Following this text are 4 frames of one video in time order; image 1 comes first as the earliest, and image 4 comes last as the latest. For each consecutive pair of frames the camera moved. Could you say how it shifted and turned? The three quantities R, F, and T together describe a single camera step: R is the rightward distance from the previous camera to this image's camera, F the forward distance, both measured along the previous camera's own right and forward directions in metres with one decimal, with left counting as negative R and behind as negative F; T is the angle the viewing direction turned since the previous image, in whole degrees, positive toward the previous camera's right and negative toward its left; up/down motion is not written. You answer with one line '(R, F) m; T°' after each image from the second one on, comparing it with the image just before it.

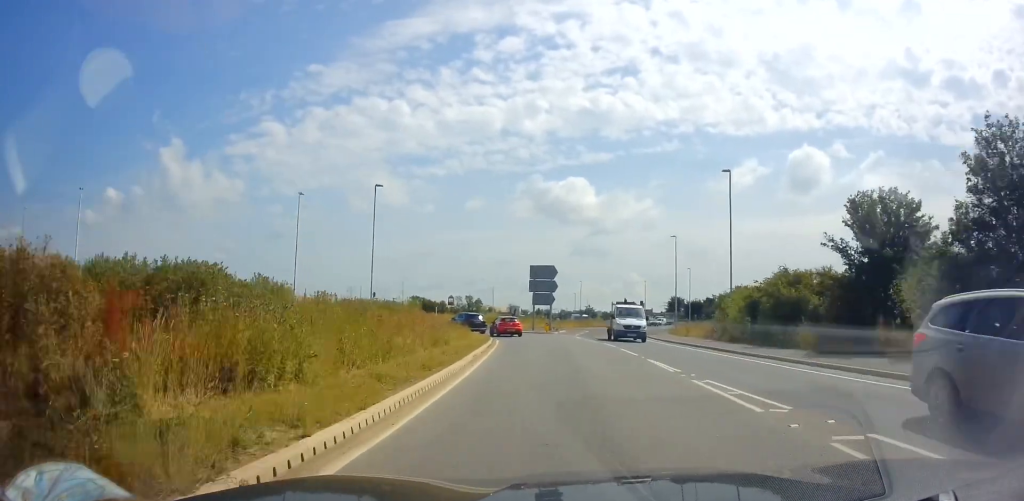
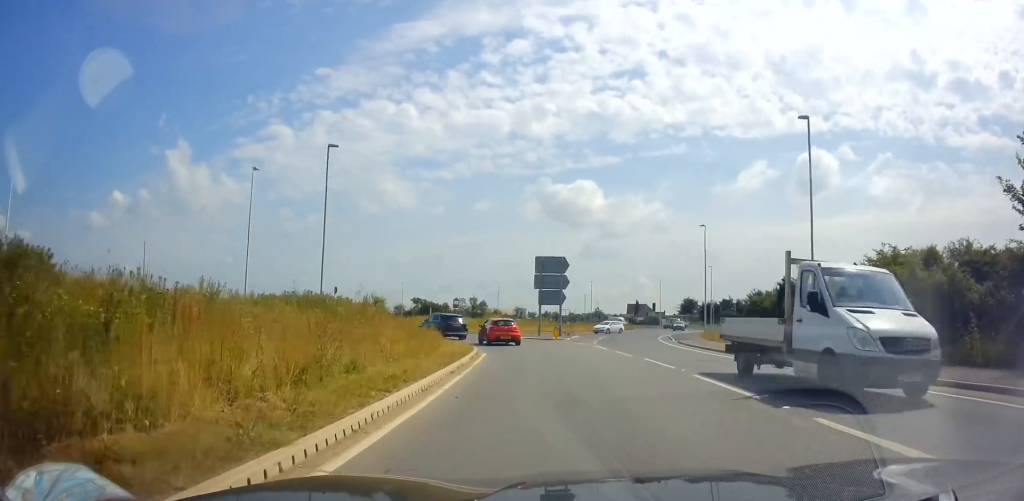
(+0.2, +9.4) m; -1°
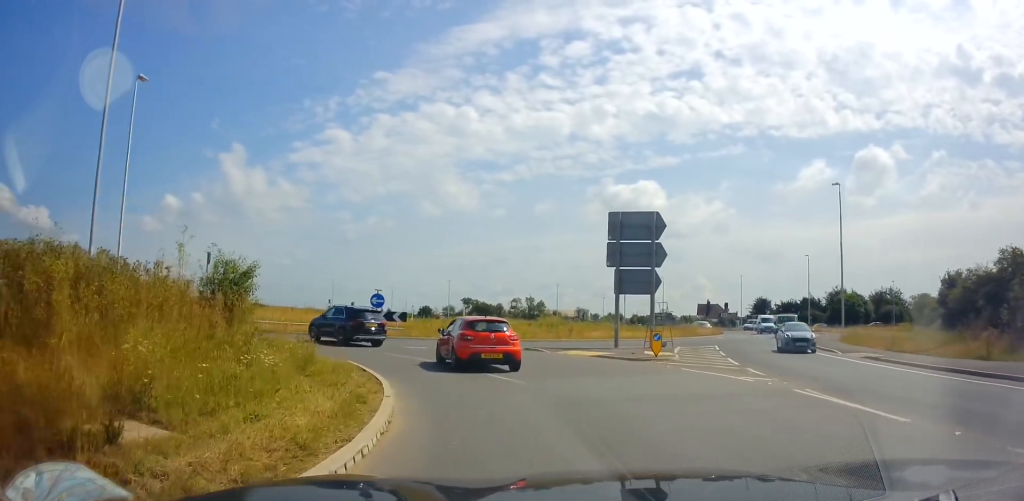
(-1.6, +18.2) m; -9°
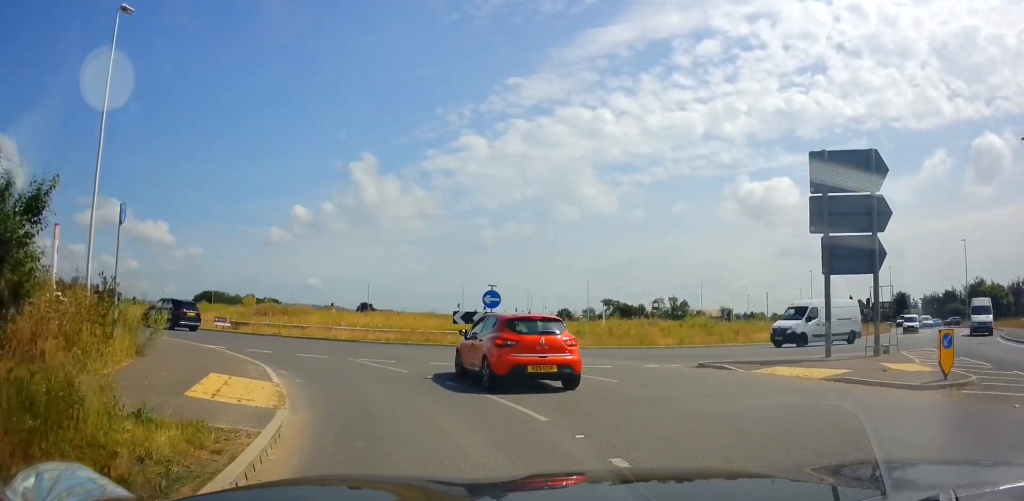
(-1.3, +9.7) m; -23°
